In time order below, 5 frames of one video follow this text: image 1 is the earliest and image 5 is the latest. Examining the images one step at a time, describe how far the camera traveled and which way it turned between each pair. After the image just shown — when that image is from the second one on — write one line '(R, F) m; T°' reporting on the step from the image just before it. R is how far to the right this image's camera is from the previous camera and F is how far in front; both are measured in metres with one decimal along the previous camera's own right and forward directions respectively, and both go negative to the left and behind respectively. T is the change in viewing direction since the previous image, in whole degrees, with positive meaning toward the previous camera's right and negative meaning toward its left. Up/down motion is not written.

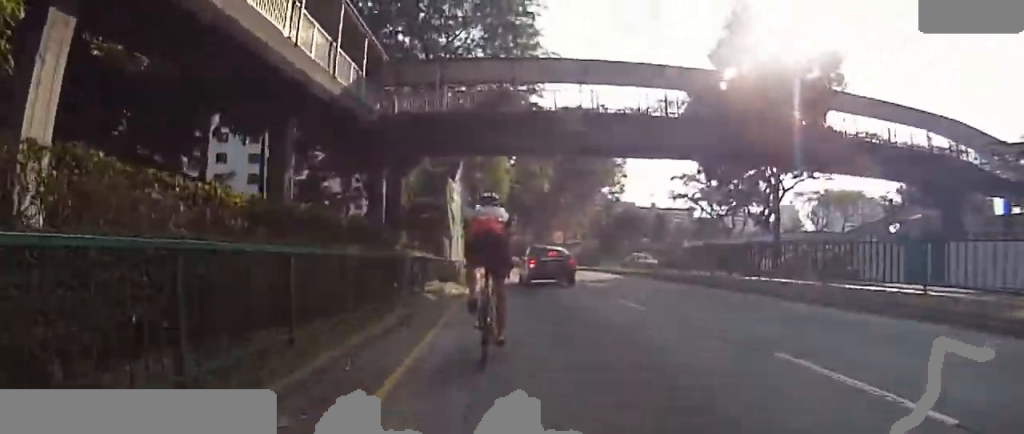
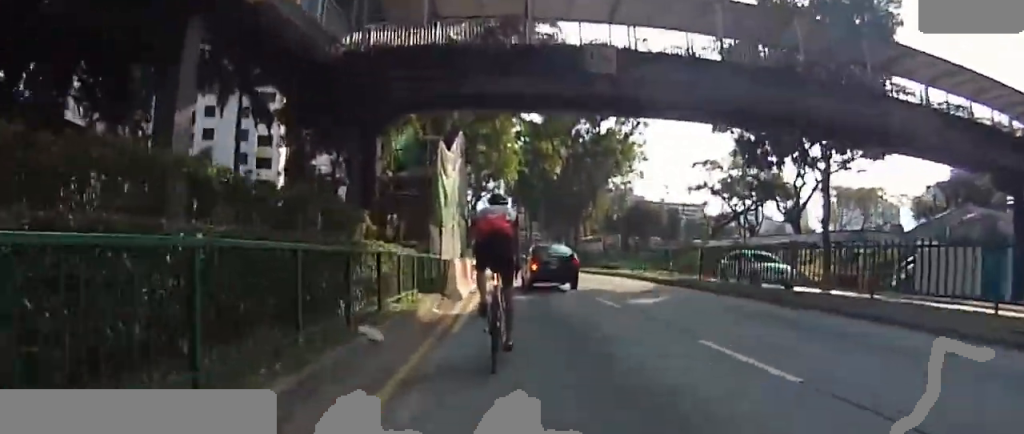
(0.0, +4.7) m; +5°
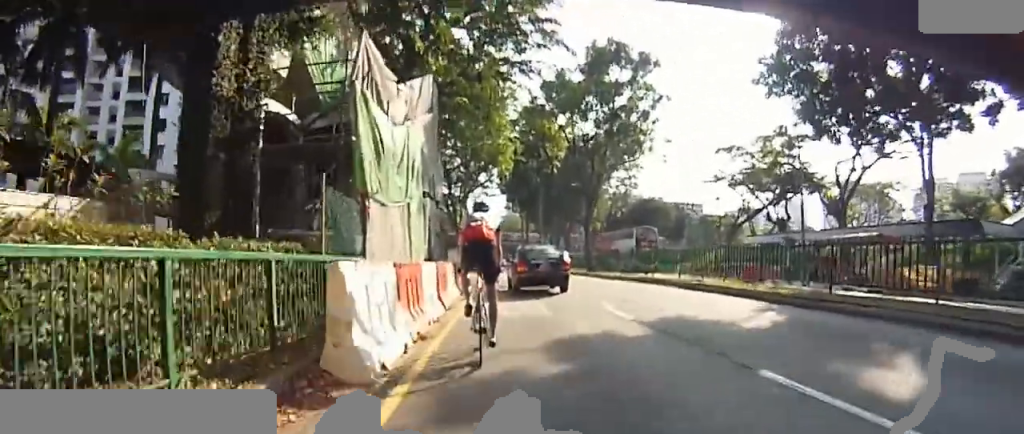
(+0.8, +8.1) m; +1°
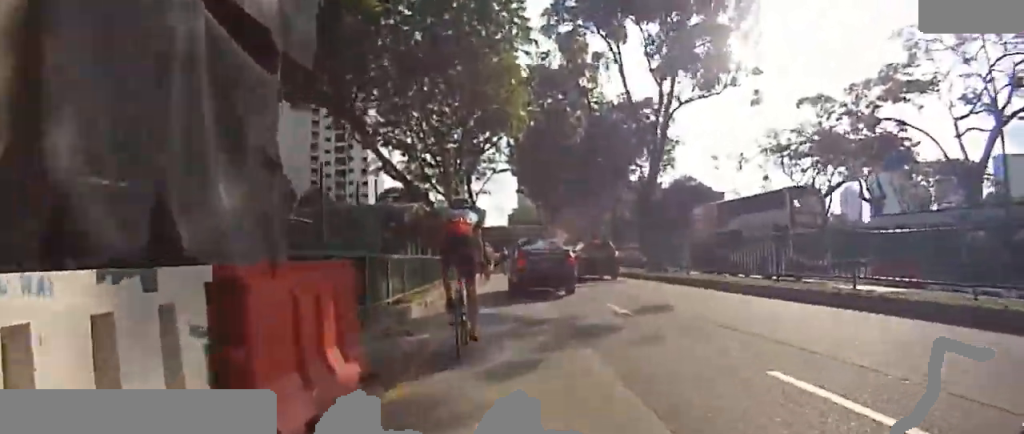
(-1.4, +12.7) m; -15°
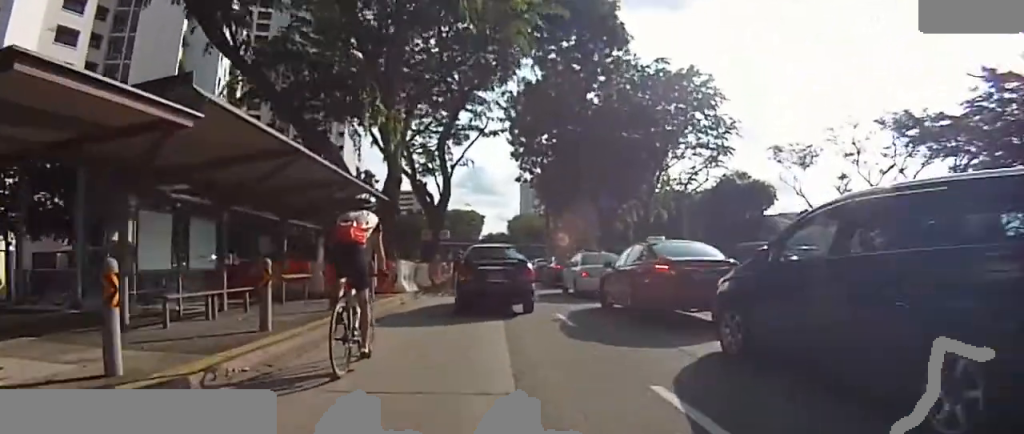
(-2.8, +20.0) m; +1°
